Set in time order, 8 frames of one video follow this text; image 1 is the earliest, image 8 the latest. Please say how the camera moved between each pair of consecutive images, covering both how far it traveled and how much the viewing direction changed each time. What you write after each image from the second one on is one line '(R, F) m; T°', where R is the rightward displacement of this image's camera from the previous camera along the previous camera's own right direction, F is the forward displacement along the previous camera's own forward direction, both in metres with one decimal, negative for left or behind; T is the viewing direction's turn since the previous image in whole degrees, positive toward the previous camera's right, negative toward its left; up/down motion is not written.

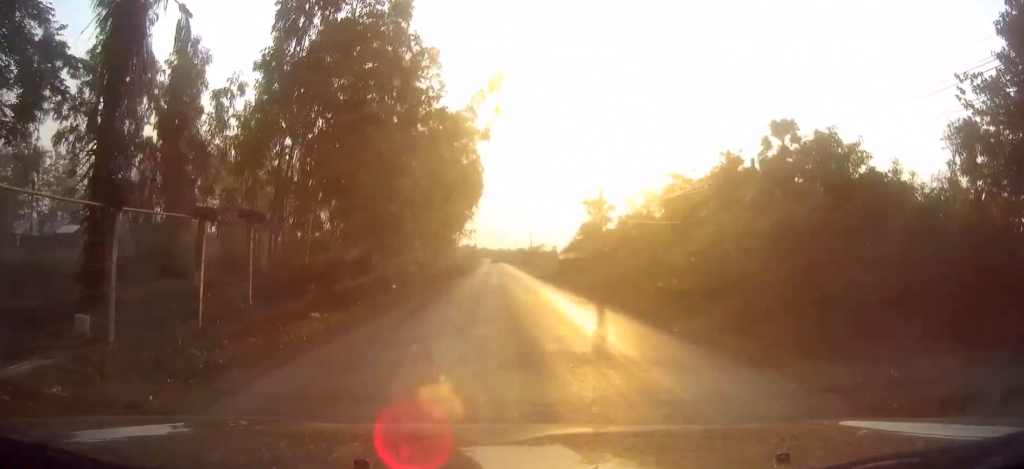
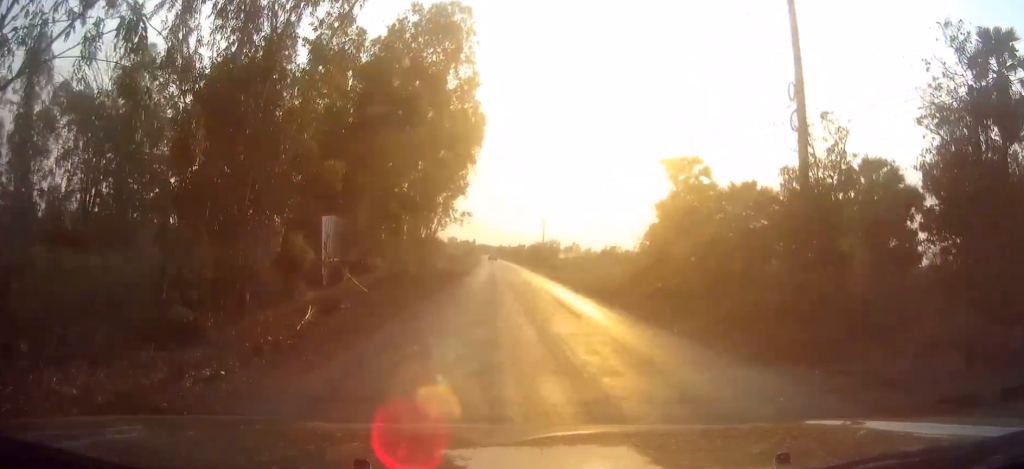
(+0.3, +32.0) m; +1°
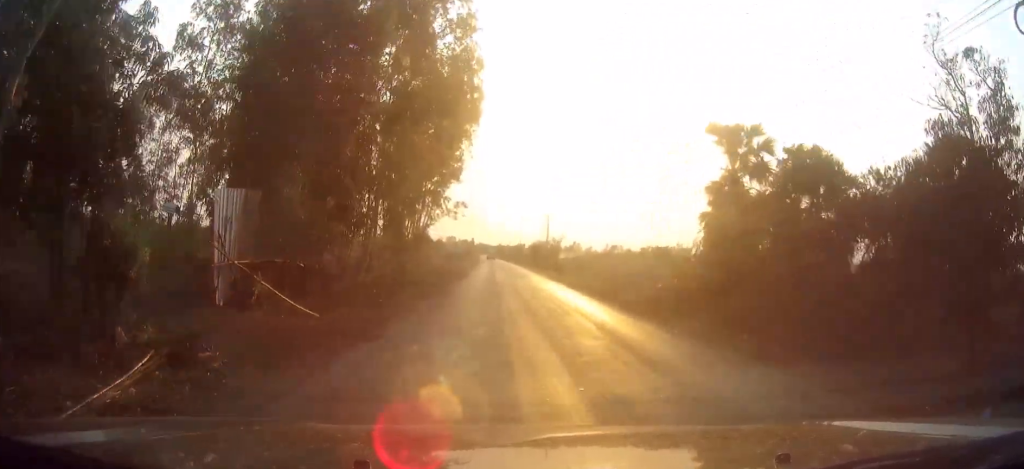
(0.0, +9.6) m; 0°
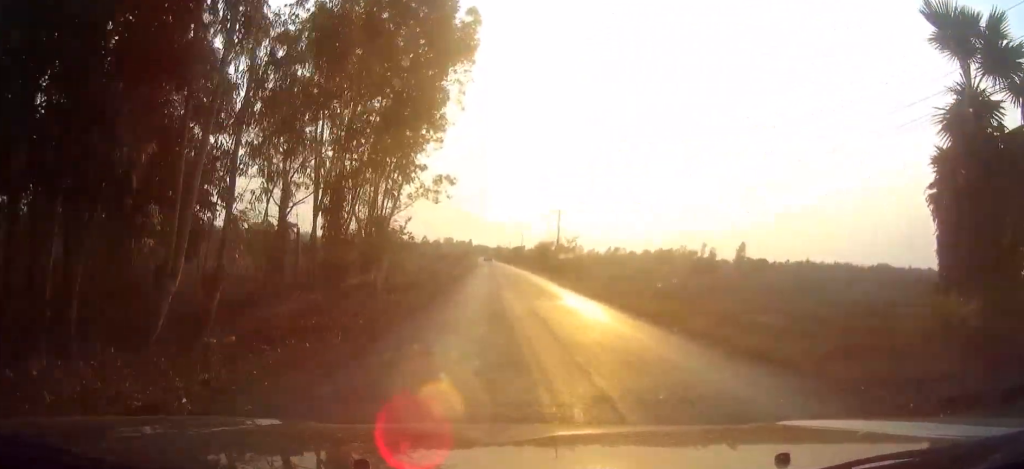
(0.0, +18.0) m; 0°
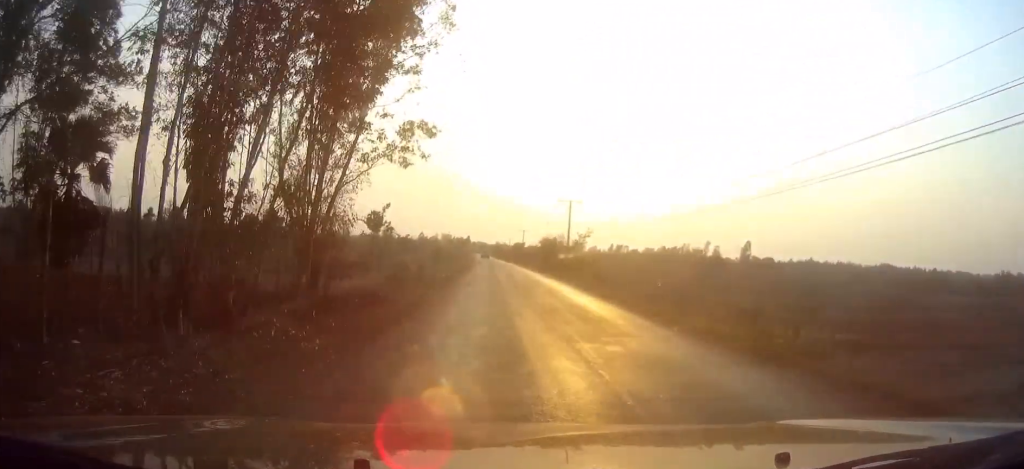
(0.0, +12.4) m; 0°
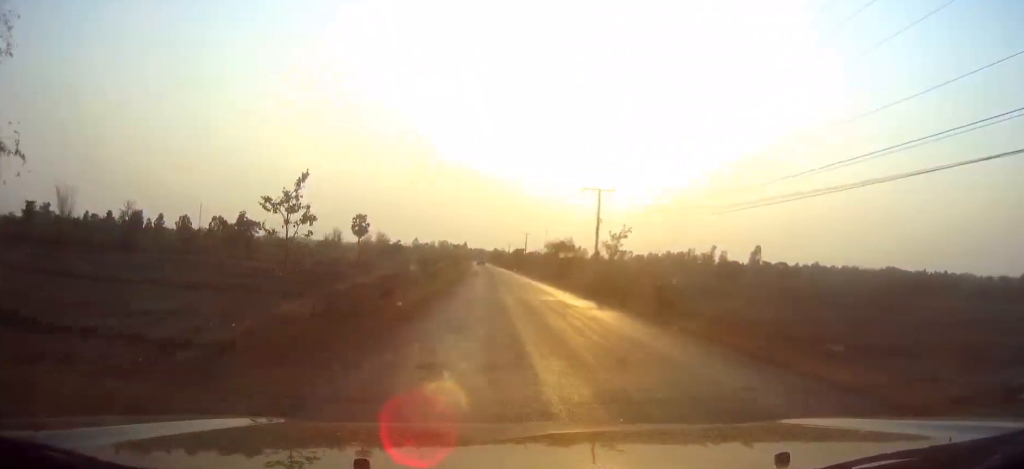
(+0.2, +20.7) m; 0°
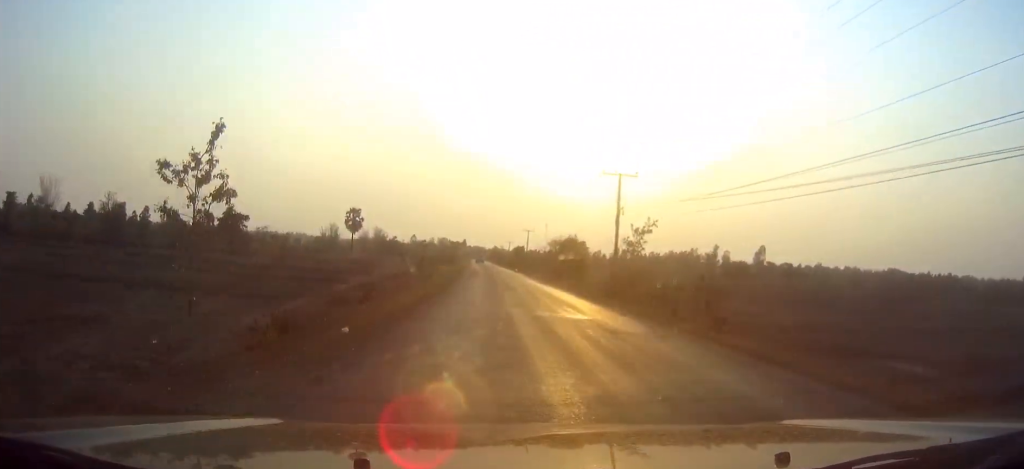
(-0.1, +8.3) m; 0°
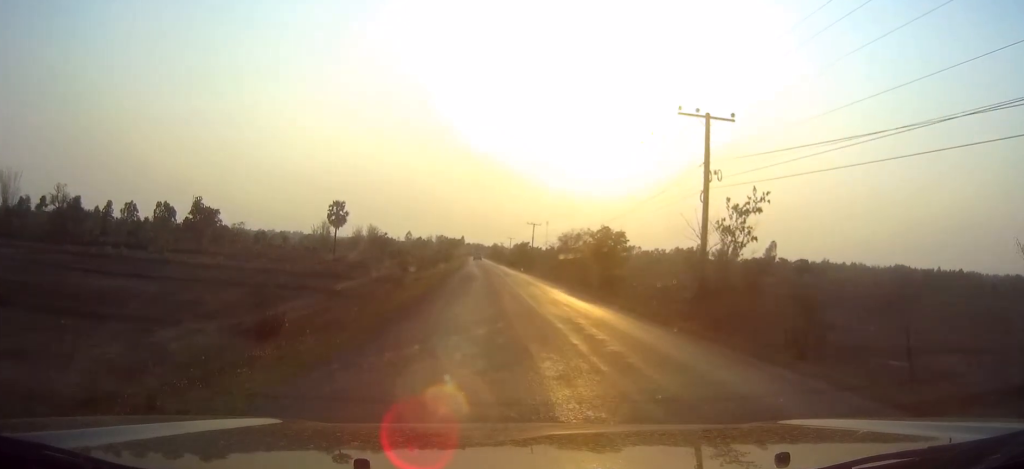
(0.0, +19.5) m; 0°
